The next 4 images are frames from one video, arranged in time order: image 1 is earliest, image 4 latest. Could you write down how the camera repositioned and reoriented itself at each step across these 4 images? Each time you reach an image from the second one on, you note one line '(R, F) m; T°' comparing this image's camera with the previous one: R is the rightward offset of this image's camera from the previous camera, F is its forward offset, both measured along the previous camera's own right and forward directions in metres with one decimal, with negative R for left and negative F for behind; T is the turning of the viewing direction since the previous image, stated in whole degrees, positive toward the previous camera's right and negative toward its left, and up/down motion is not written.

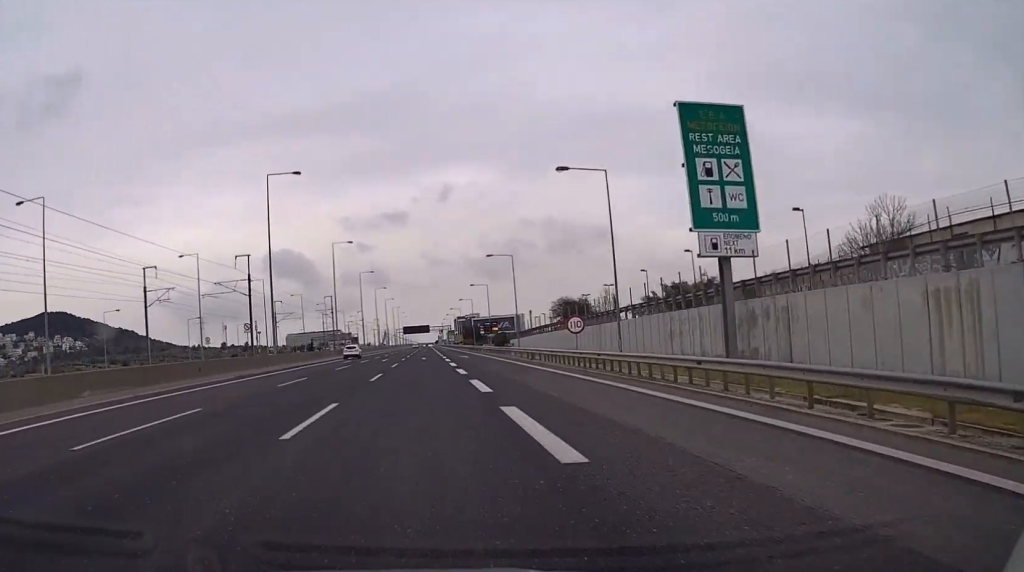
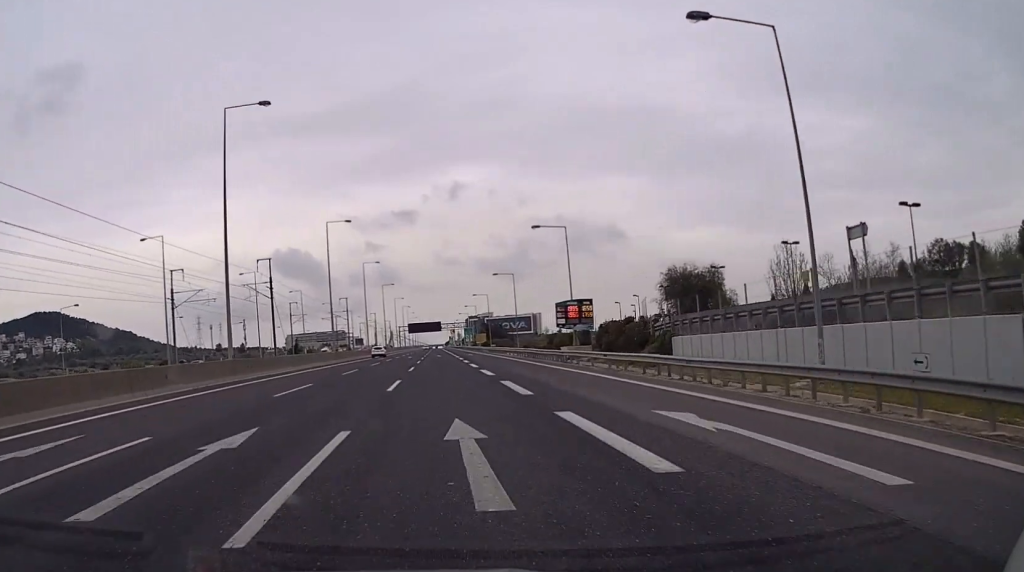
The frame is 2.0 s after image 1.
(-1.0, +60.2) m; -1°
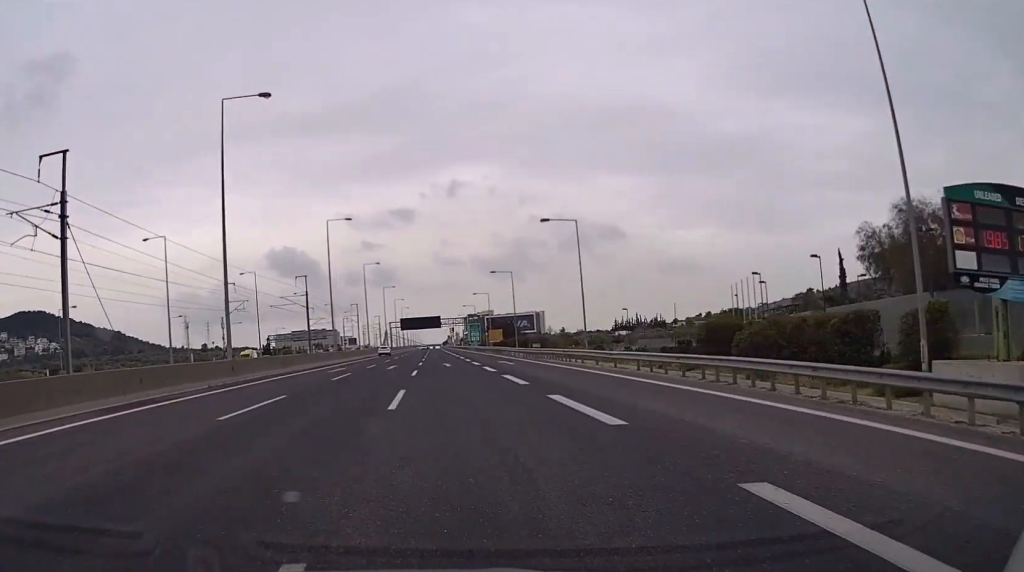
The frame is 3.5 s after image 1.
(+0.2, +43.4) m; +1°
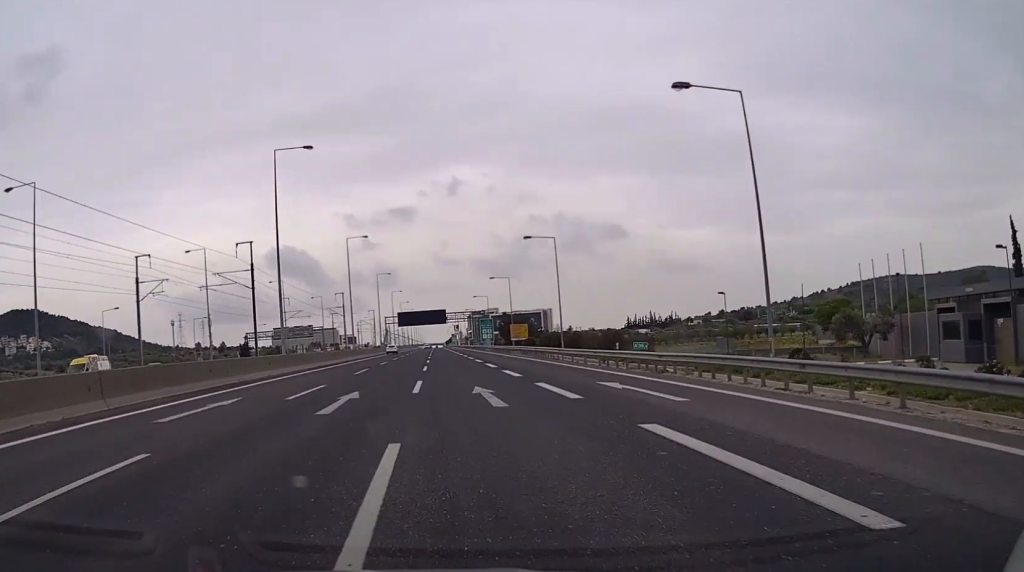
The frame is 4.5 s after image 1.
(0.0, +30.6) m; 0°
